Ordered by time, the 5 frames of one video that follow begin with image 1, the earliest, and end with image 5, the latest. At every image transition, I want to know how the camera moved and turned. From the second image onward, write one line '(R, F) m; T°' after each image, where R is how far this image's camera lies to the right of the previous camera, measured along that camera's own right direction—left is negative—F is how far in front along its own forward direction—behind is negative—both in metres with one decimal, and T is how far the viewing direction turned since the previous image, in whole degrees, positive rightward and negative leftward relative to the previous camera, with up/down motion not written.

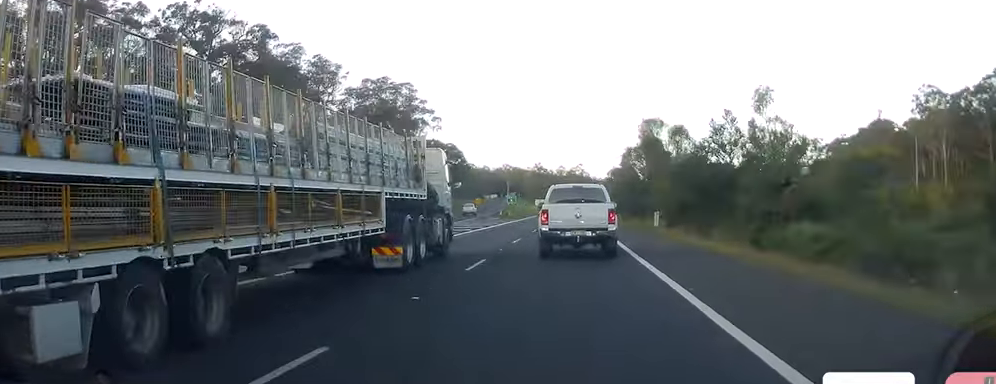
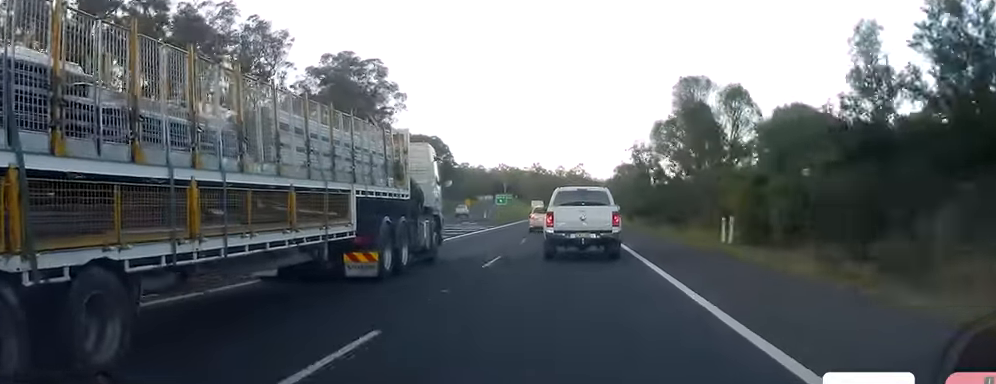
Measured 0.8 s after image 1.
(-0.4, +22.8) m; 0°
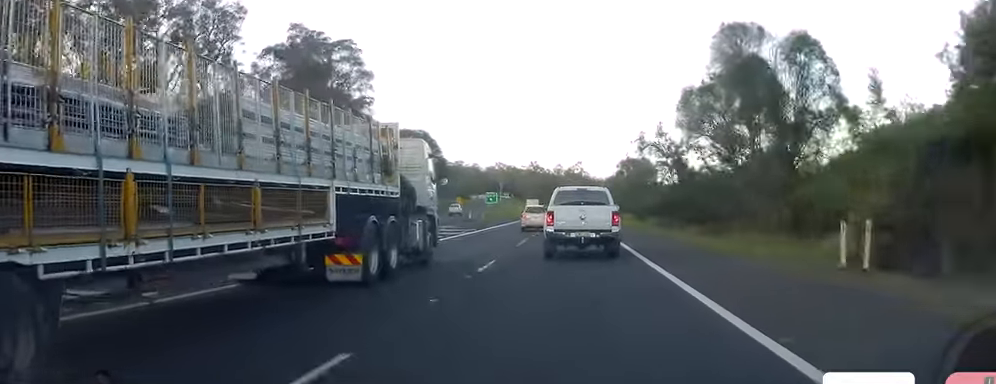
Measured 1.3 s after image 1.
(+0.1, +13.2) m; +1°
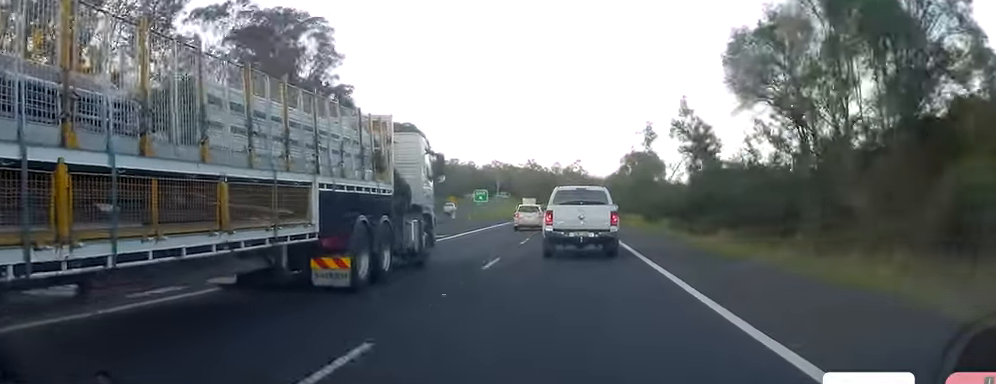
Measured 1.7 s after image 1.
(0.0, +11.4) m; +1°
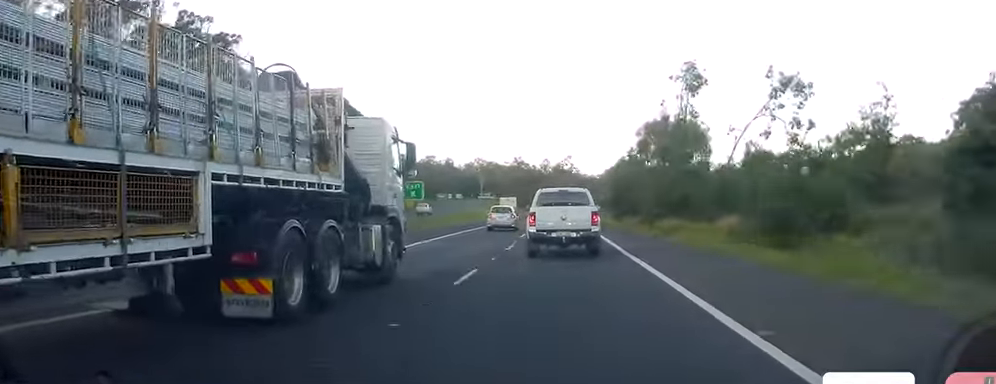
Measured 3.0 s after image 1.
(+0.5, +38.9) m; +1°
